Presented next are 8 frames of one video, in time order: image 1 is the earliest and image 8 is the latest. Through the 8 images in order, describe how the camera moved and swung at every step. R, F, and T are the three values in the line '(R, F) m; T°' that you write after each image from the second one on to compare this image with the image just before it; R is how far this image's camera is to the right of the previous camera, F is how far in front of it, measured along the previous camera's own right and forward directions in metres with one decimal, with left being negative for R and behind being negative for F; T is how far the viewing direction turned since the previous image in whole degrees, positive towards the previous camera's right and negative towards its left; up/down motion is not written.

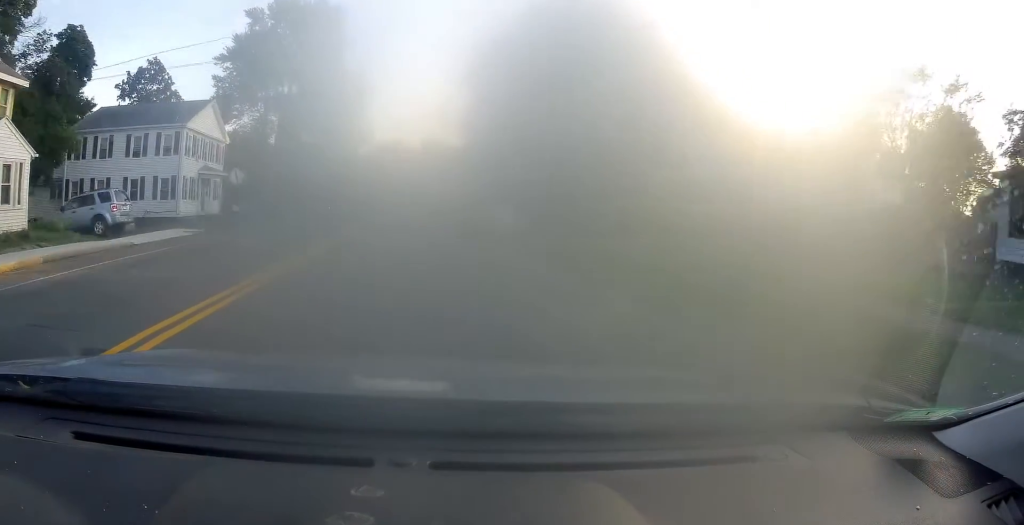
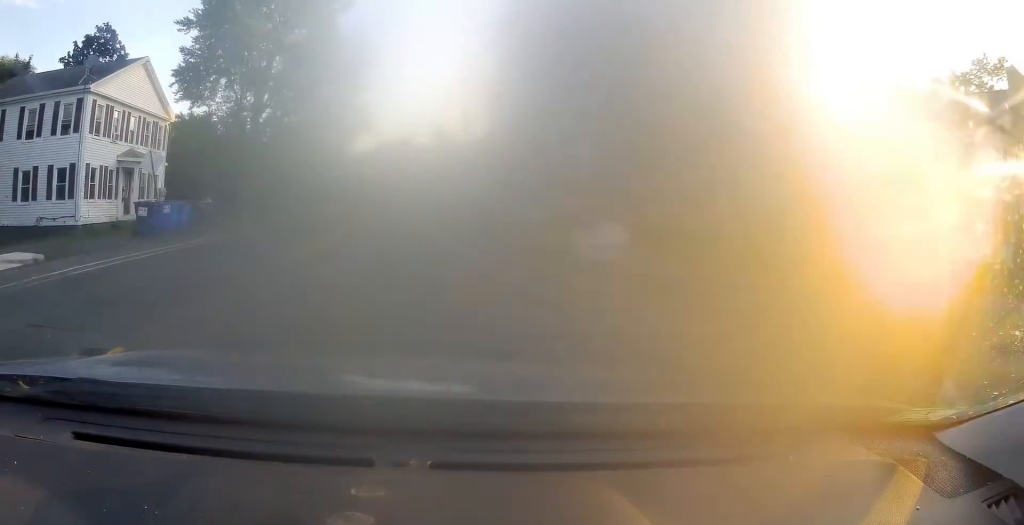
(+0.1, +12.3) m; 0°
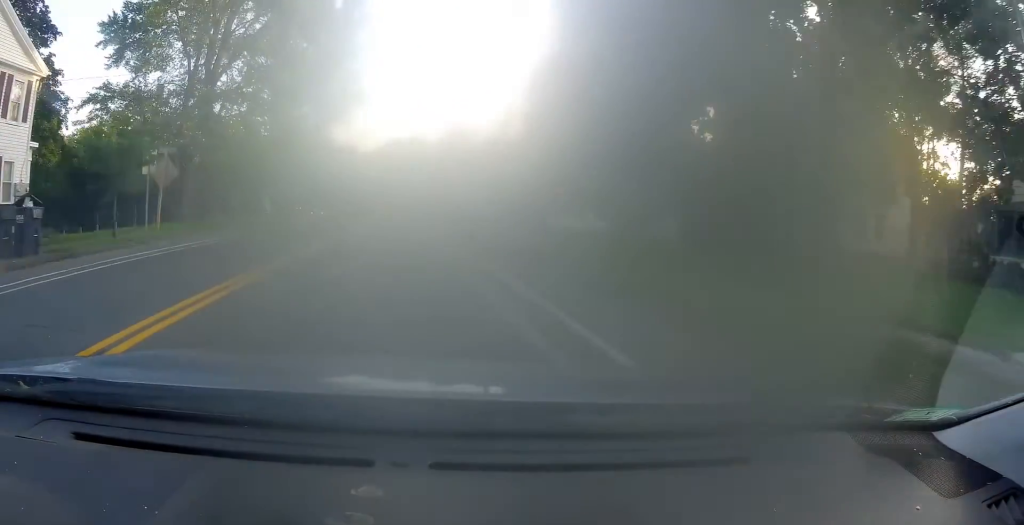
(0.0, +13.8) m; -1°
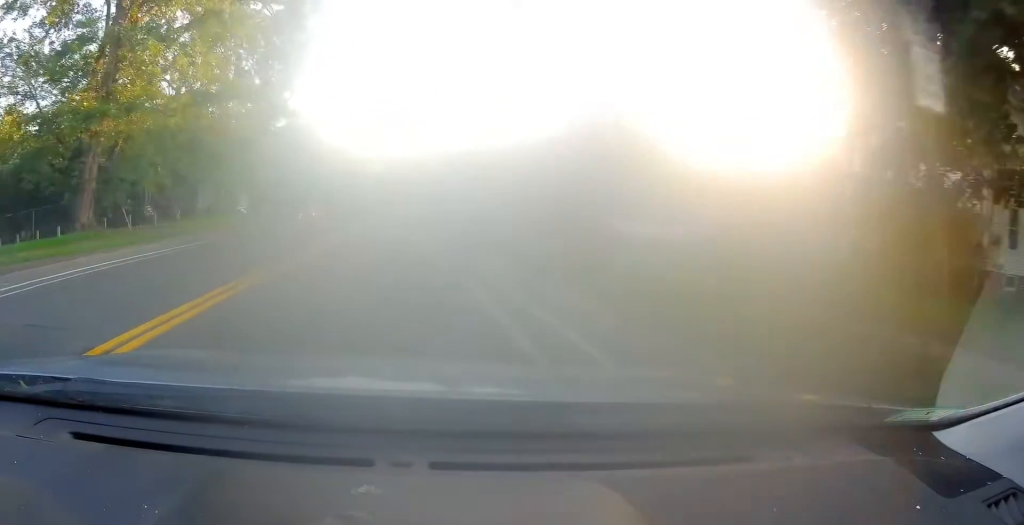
(-0.1, +12.1) m; -2°
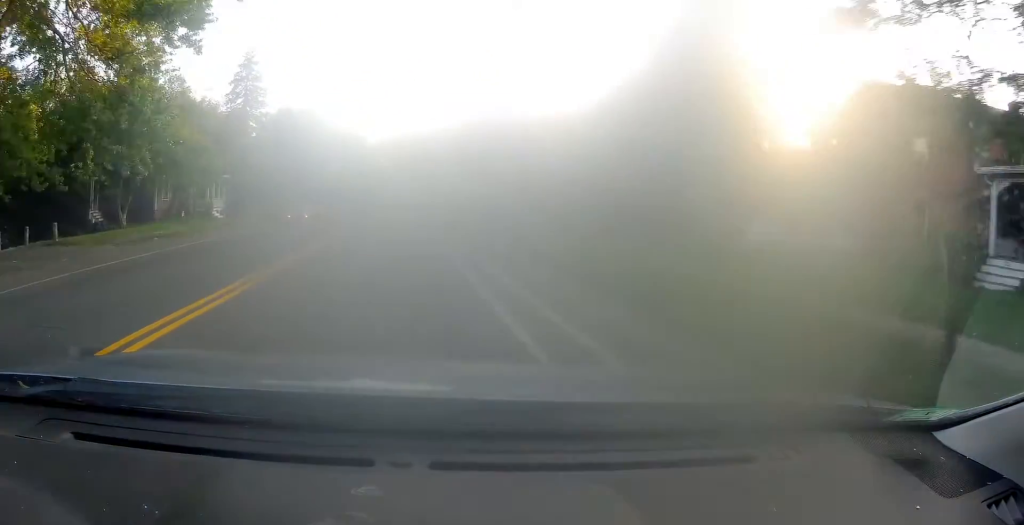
(-0.3, +11.4) m; -2°
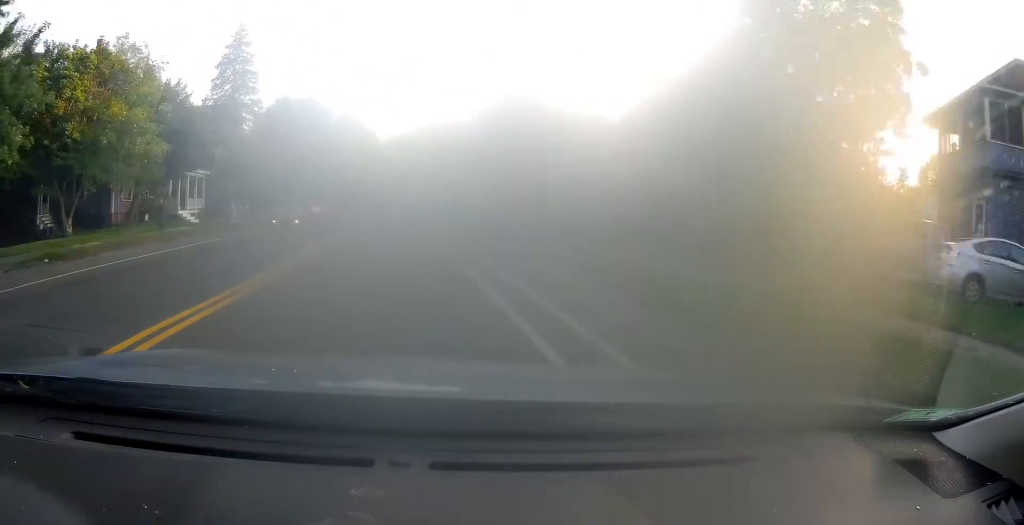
(-0.2, +8.7) m; -1°
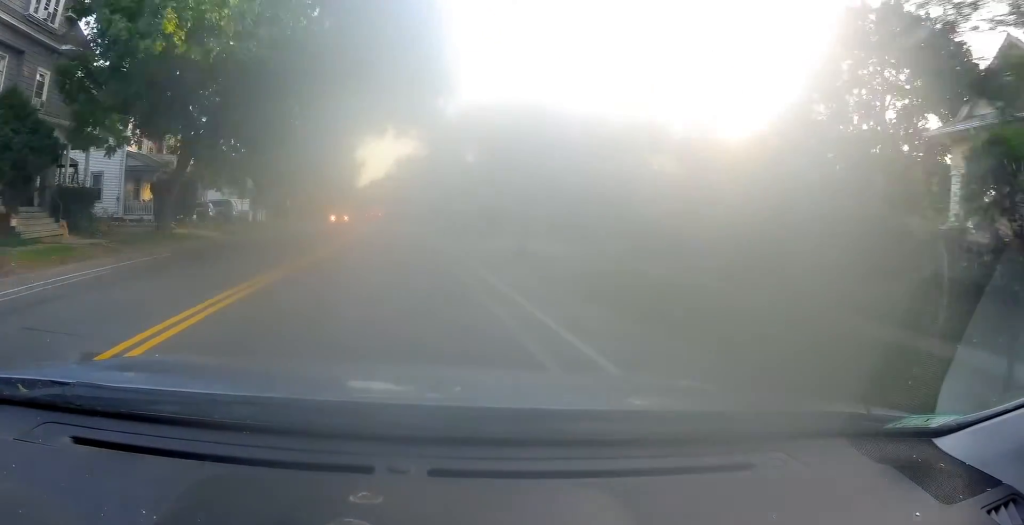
(-2.4, +46.0) m; -4°
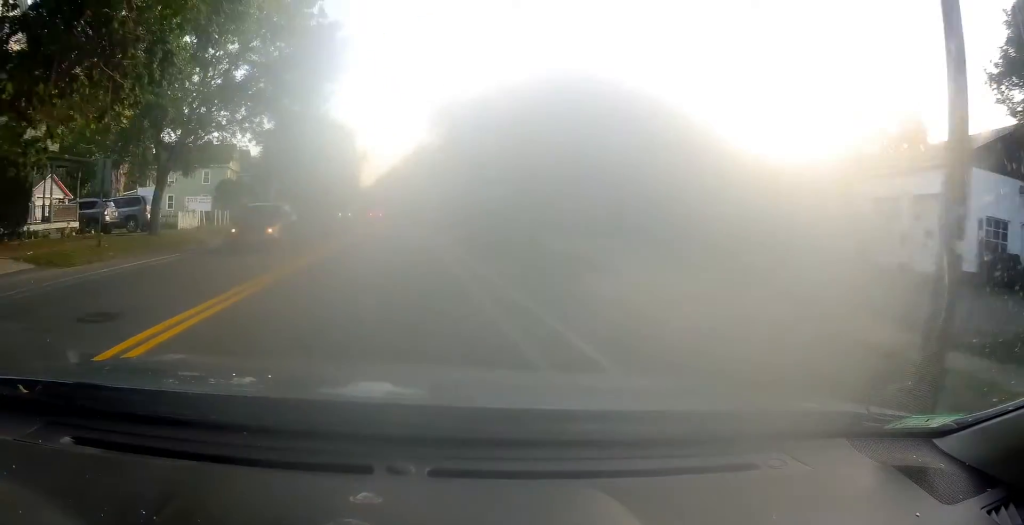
(-0.3, +16.4) m; -3°
